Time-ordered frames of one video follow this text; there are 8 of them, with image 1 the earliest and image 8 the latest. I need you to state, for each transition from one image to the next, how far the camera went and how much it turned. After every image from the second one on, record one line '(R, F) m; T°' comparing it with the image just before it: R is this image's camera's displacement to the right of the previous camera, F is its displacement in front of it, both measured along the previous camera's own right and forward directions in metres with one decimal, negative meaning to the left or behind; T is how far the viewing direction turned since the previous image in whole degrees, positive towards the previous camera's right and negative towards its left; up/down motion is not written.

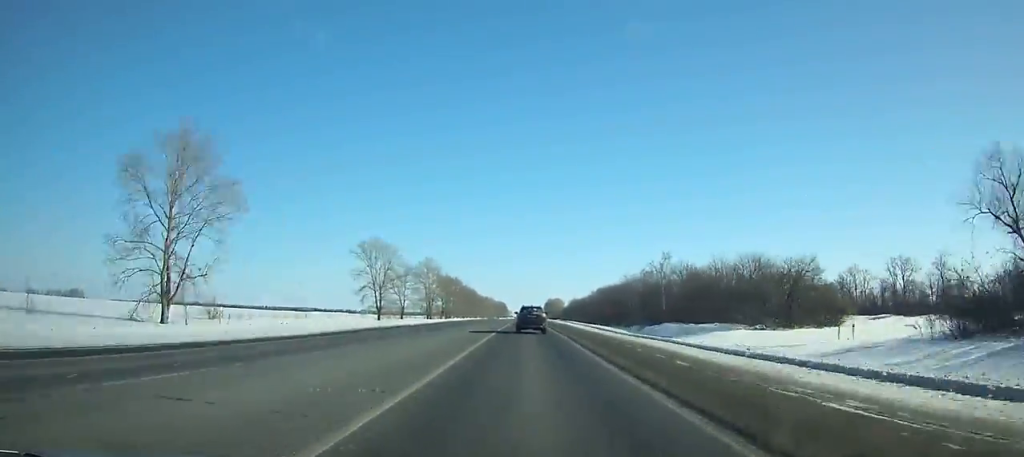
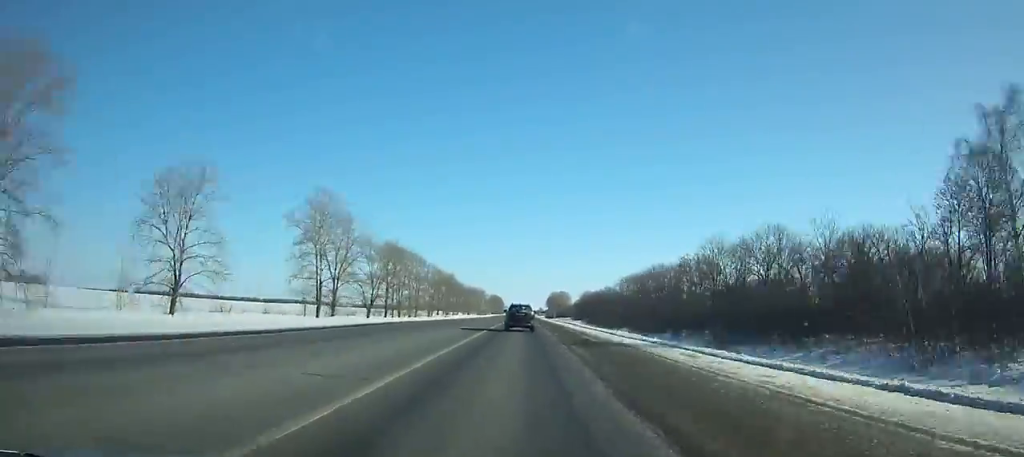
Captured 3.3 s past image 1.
(+0.6, +90.8) m; 0°
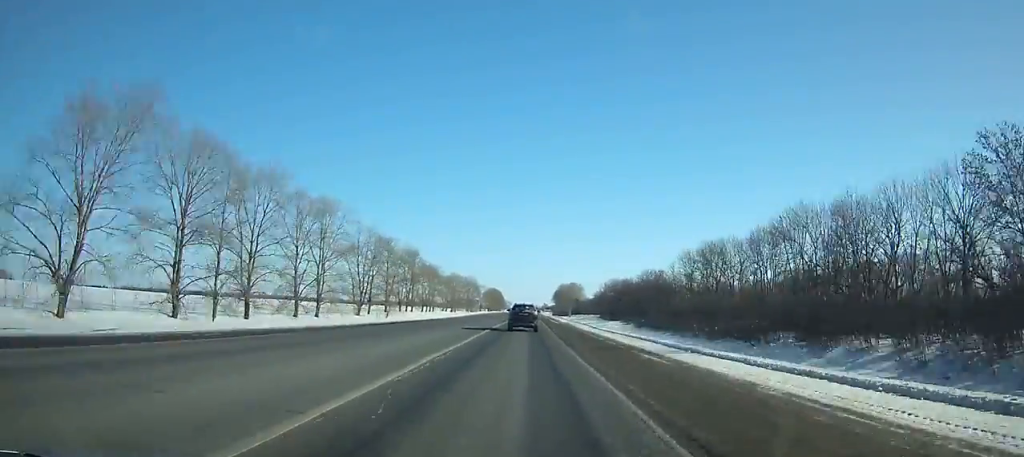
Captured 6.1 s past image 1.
(0.0, +77.9) m; 0°
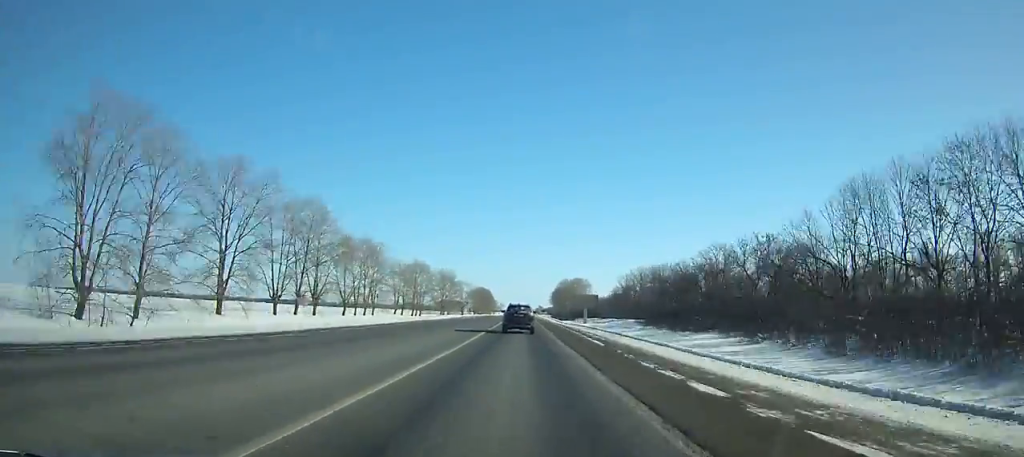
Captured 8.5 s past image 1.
(-0.2, +67.1) m; 0°
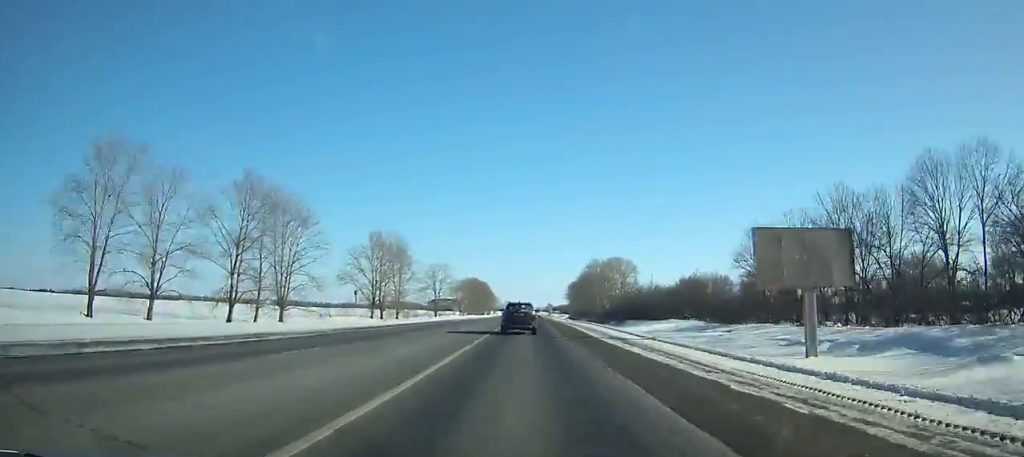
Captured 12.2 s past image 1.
(0.0, +102.7) m; 0°
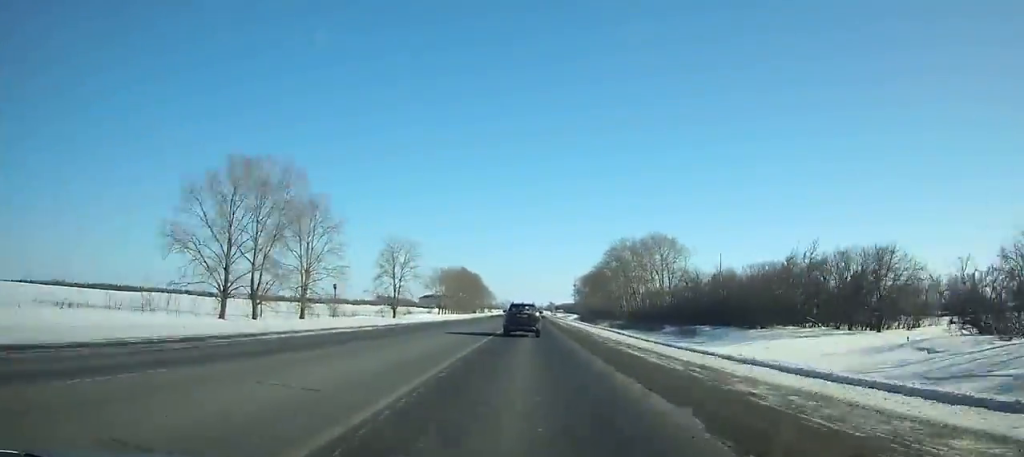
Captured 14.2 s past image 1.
(-0.1, +54.3) m; 0°
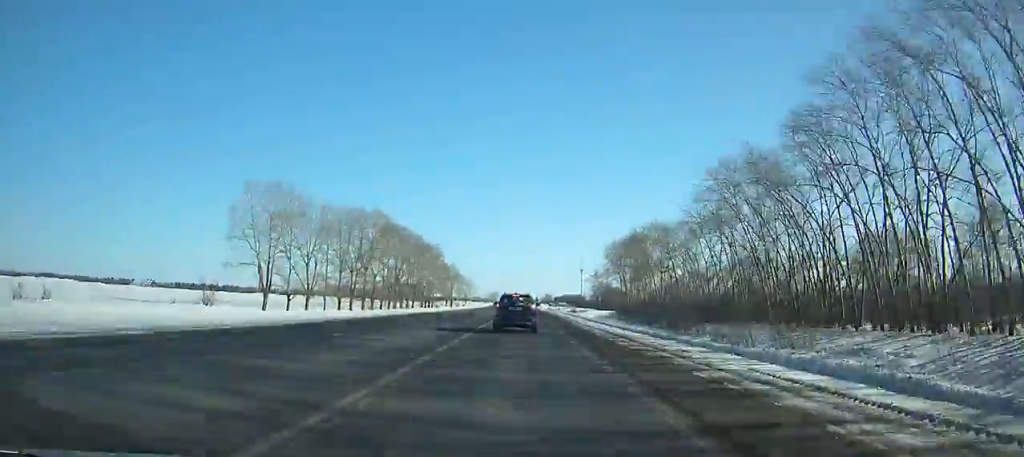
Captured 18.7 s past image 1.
(+0.4, +117.3) m; 0°
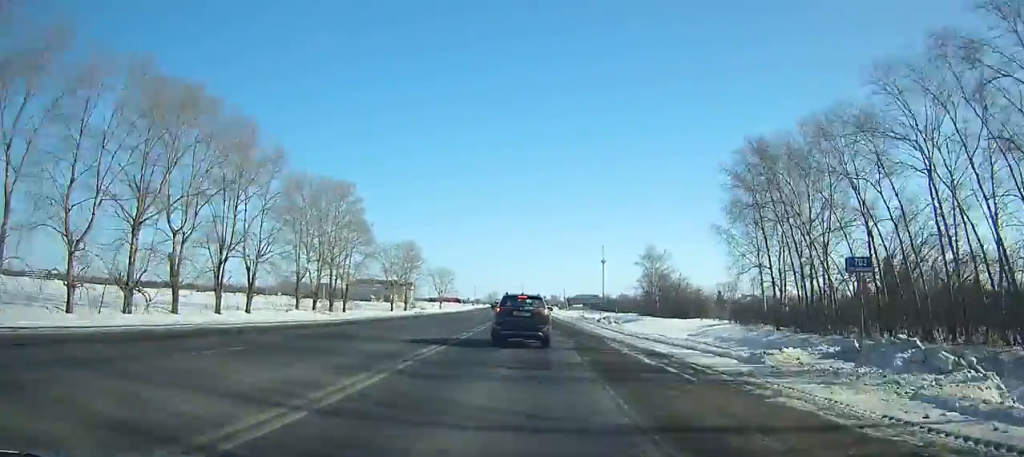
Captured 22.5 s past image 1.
(-0.1, +89.1) m; 0°
